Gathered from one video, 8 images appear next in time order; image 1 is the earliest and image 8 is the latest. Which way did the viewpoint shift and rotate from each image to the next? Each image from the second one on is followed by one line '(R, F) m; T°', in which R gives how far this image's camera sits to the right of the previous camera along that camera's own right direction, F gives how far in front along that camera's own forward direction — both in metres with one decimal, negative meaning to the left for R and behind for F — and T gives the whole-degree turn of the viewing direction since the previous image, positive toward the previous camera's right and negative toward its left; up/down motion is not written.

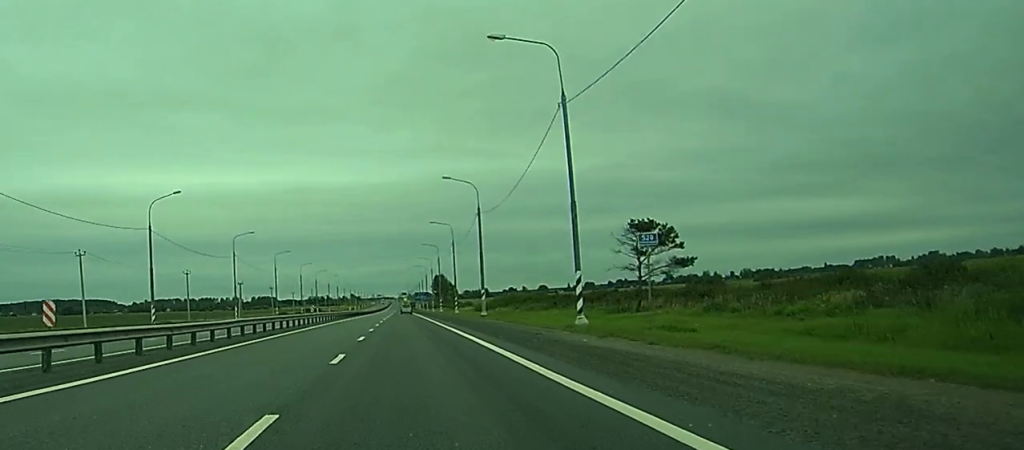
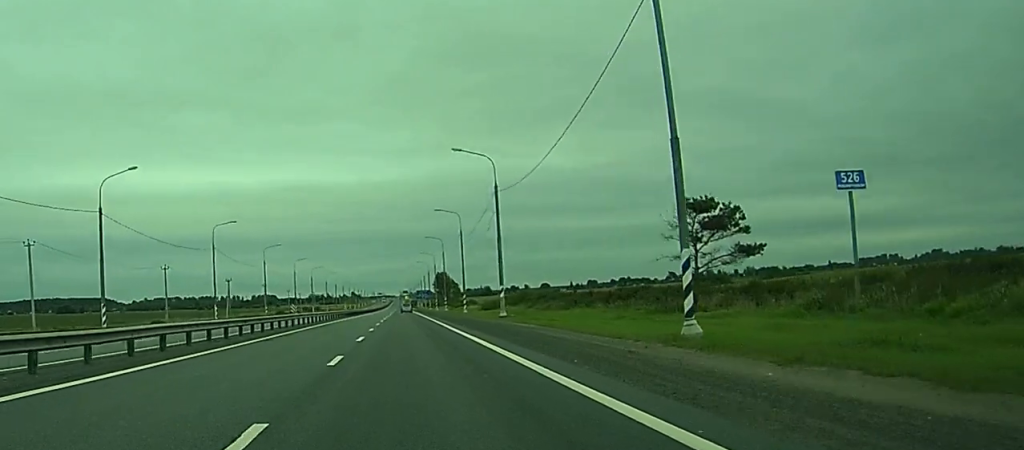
(0.0, +12.5) m; 0°
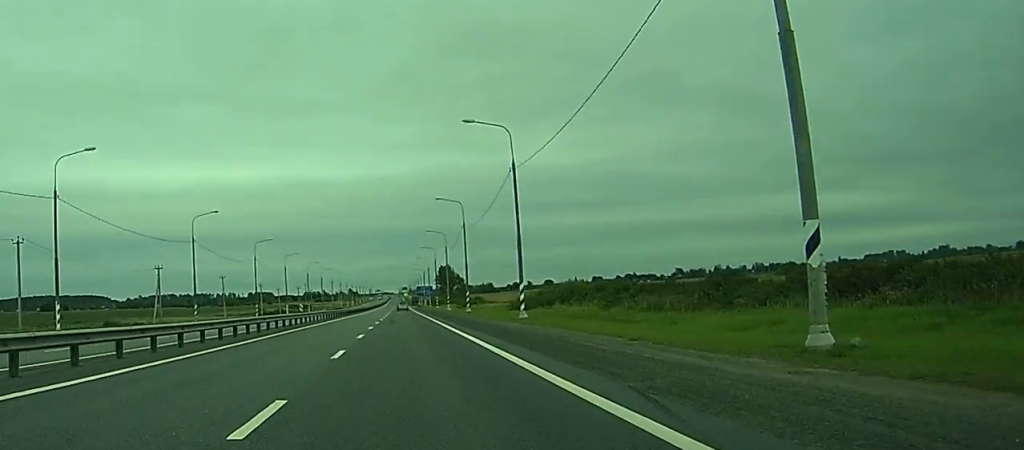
(0.0, +44.9) m; 0°
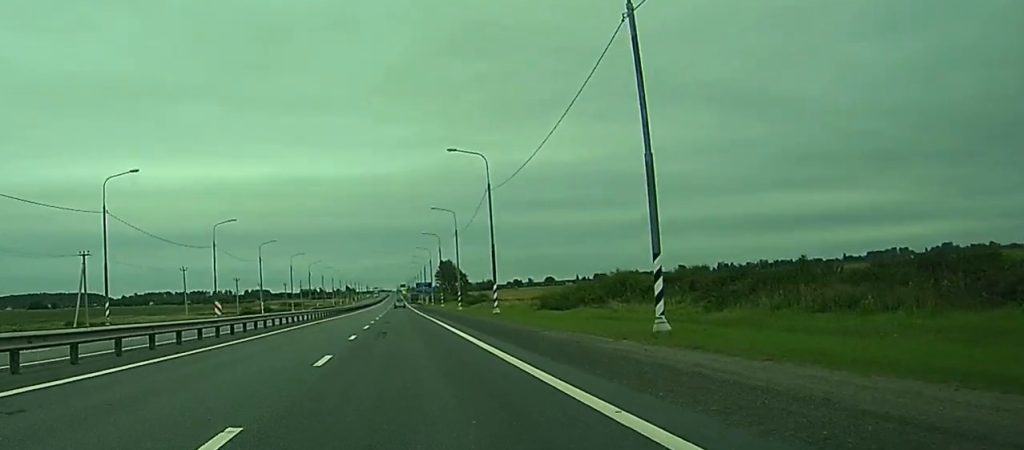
(+0.1, +26.2) m; 0°
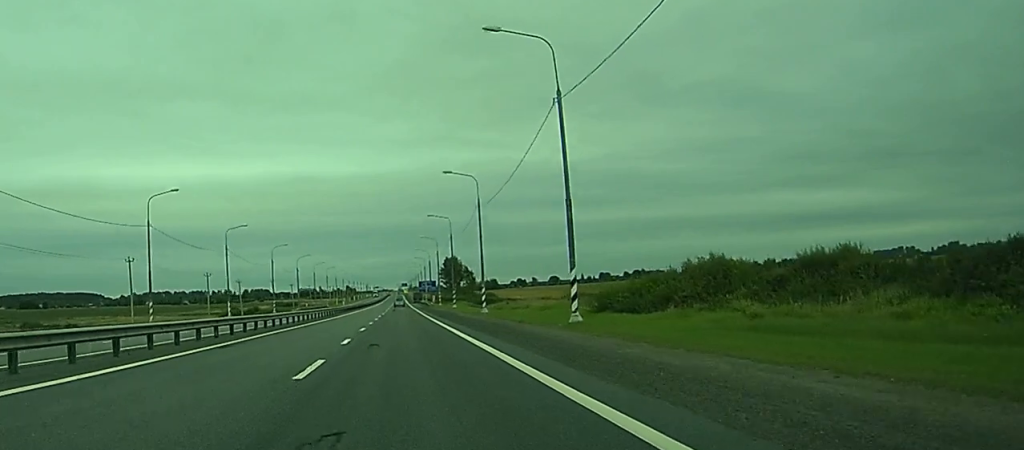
(0.0, +26.4) m; 0°
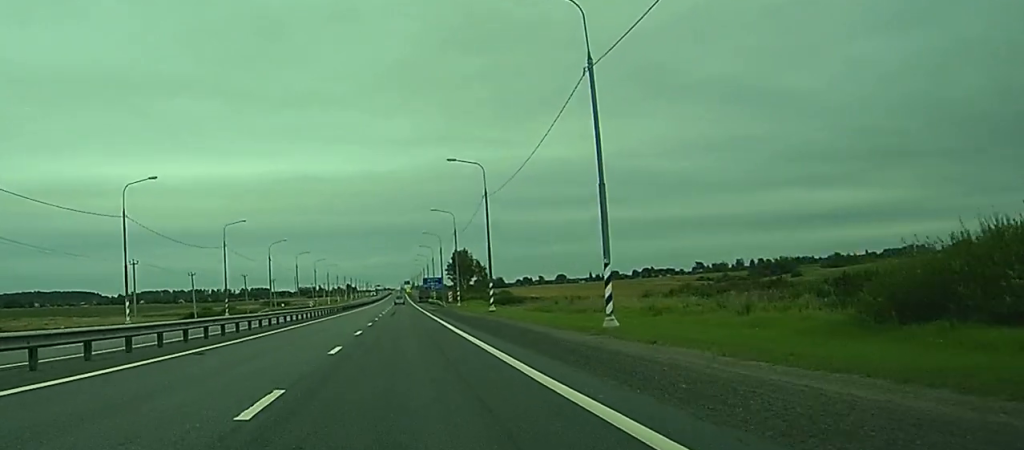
(-0.1, +40.5) m; 0°
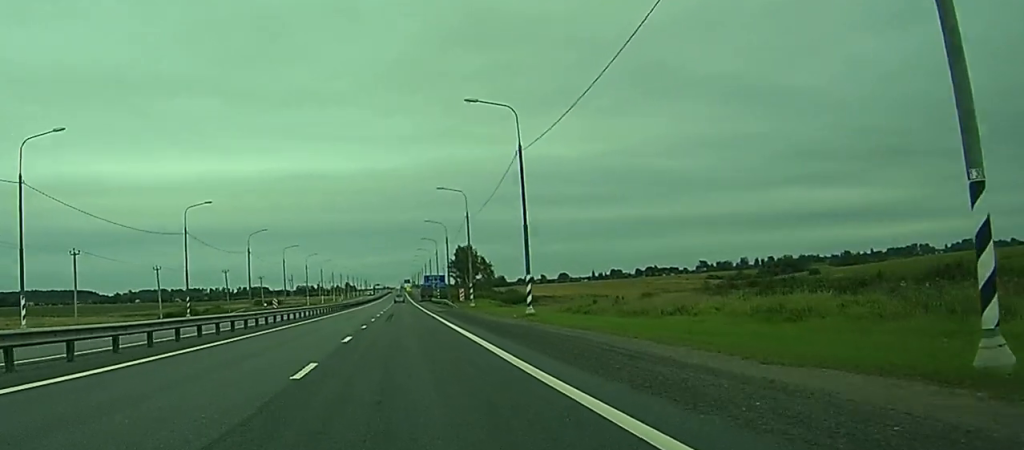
(0.0, +18.8) m; 0°
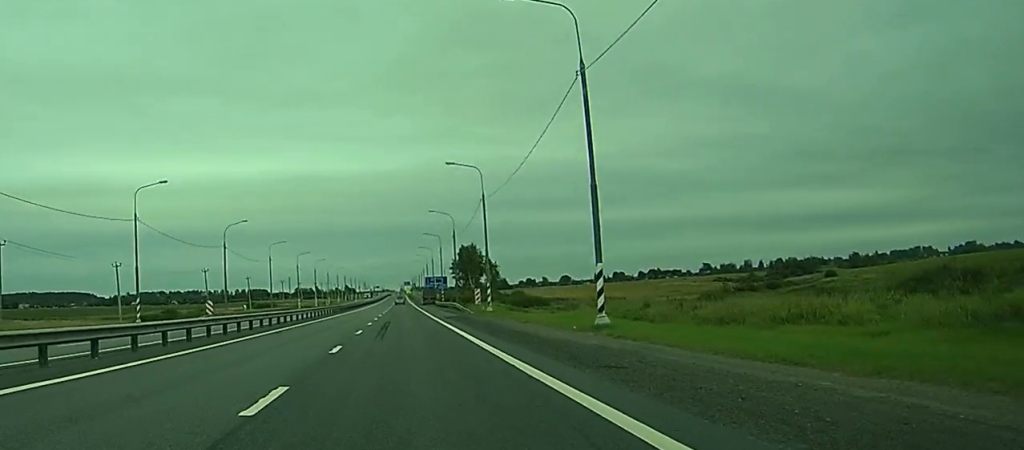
(0.0, +16.3) m; 0°
